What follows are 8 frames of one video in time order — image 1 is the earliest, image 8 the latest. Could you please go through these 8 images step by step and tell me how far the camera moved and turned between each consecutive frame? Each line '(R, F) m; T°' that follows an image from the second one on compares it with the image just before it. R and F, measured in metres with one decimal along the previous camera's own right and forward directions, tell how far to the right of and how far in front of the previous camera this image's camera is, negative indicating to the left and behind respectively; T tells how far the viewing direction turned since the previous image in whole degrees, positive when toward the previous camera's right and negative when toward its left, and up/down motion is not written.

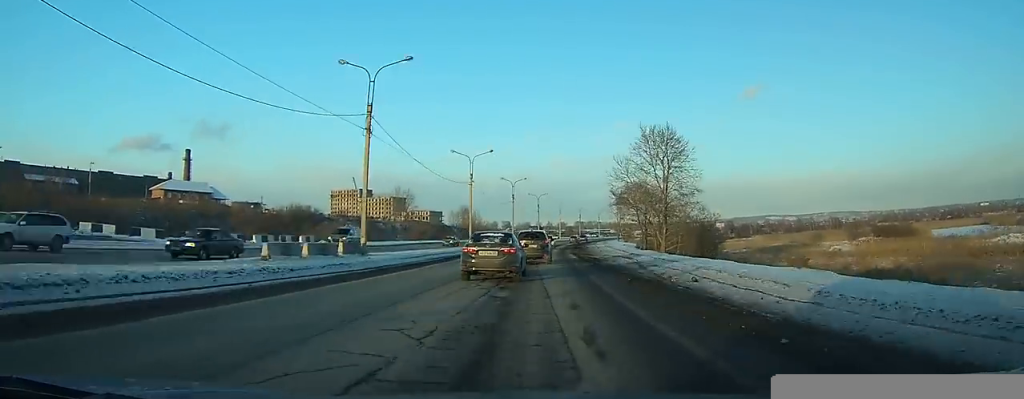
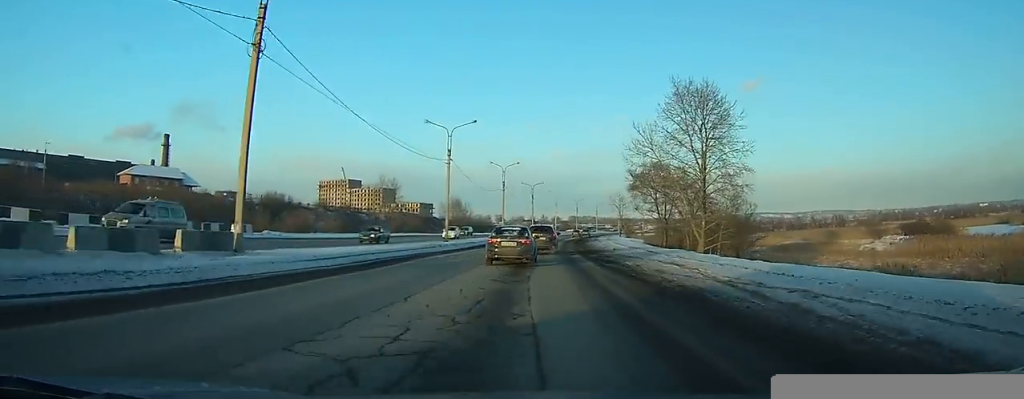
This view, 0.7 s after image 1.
(0.0, +13.7) m; 0°
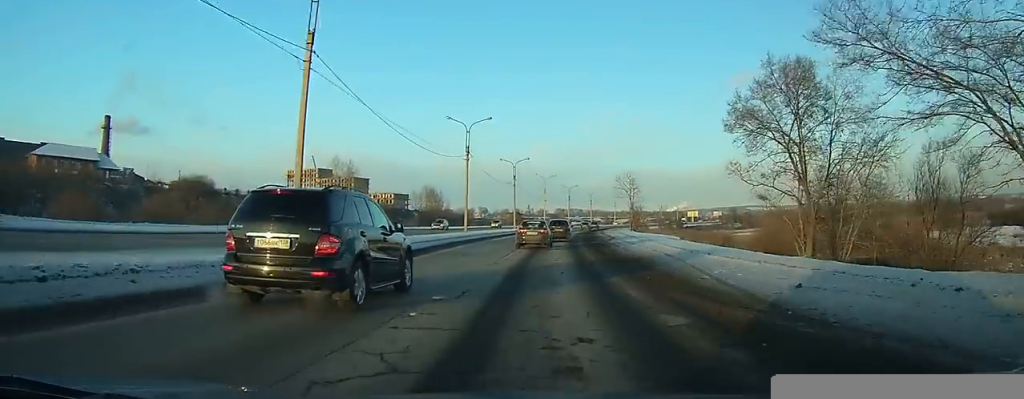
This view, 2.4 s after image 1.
(+0.1, +31.7) m; 0°
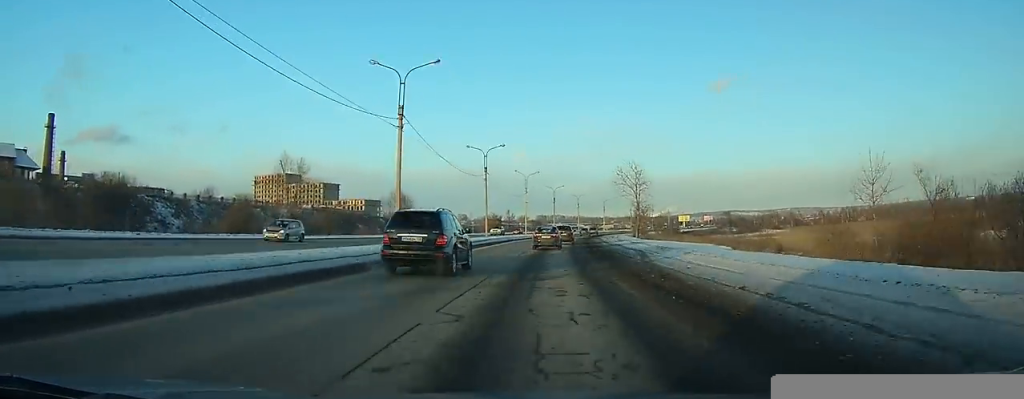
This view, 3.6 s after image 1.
(+0.1, +21.8) m; +1°
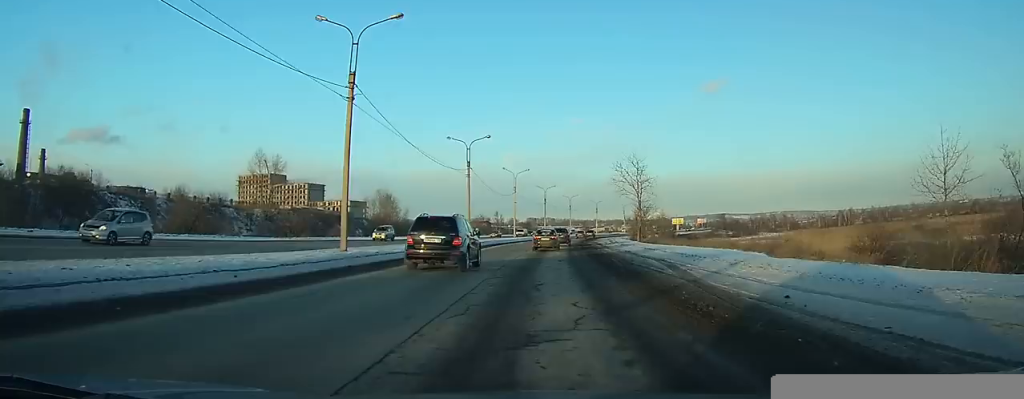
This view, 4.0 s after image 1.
(0.0, +8.1) m; 0°
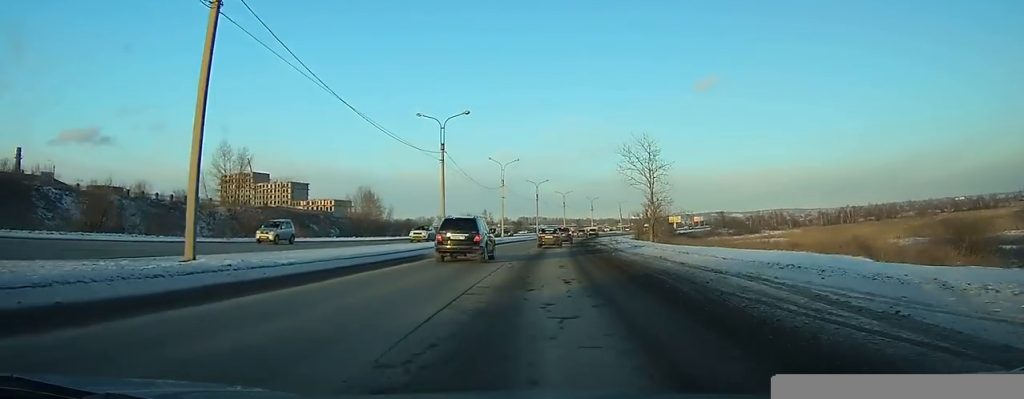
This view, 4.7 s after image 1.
(+0.1, +12.0) m; +1°
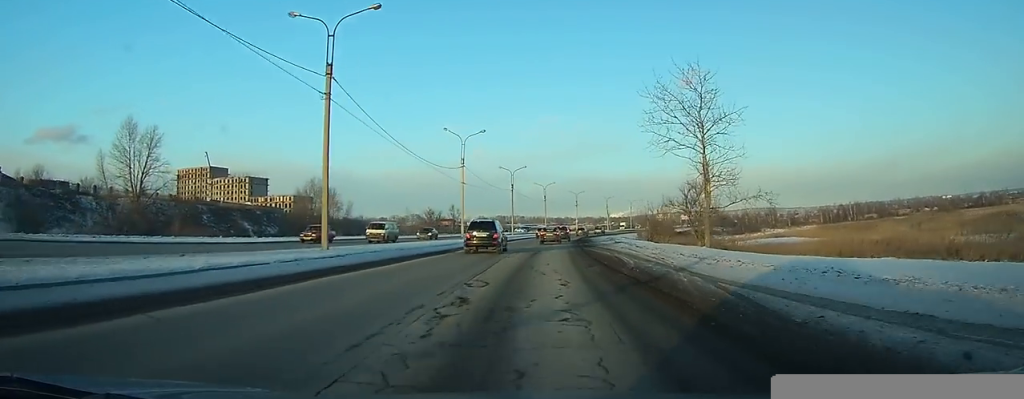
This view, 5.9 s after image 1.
(+0.4, +24.1) m; +2°
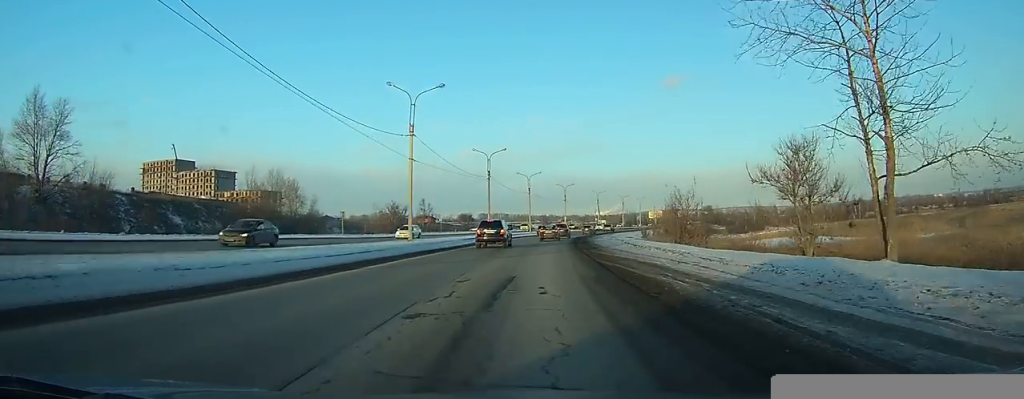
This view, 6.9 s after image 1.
(+0.3, +18.5) m; +1°
